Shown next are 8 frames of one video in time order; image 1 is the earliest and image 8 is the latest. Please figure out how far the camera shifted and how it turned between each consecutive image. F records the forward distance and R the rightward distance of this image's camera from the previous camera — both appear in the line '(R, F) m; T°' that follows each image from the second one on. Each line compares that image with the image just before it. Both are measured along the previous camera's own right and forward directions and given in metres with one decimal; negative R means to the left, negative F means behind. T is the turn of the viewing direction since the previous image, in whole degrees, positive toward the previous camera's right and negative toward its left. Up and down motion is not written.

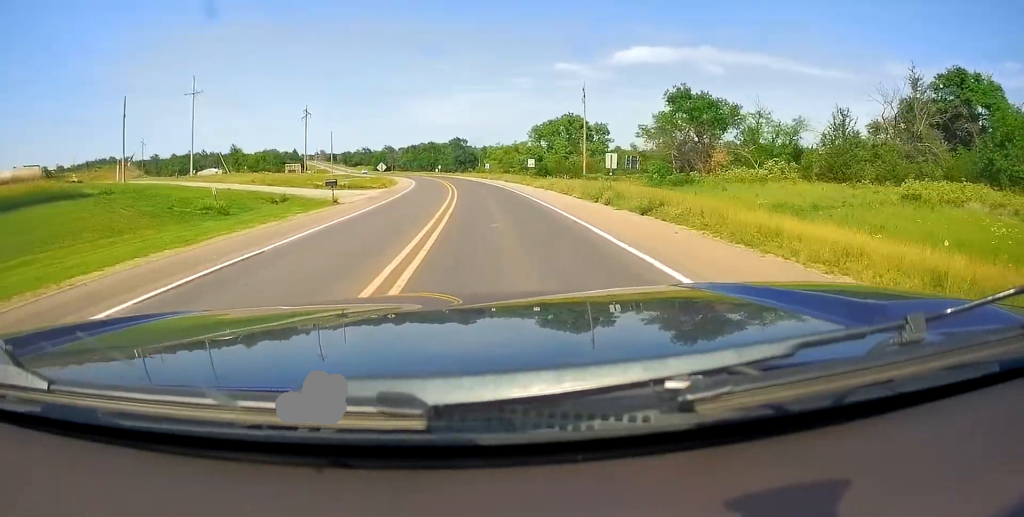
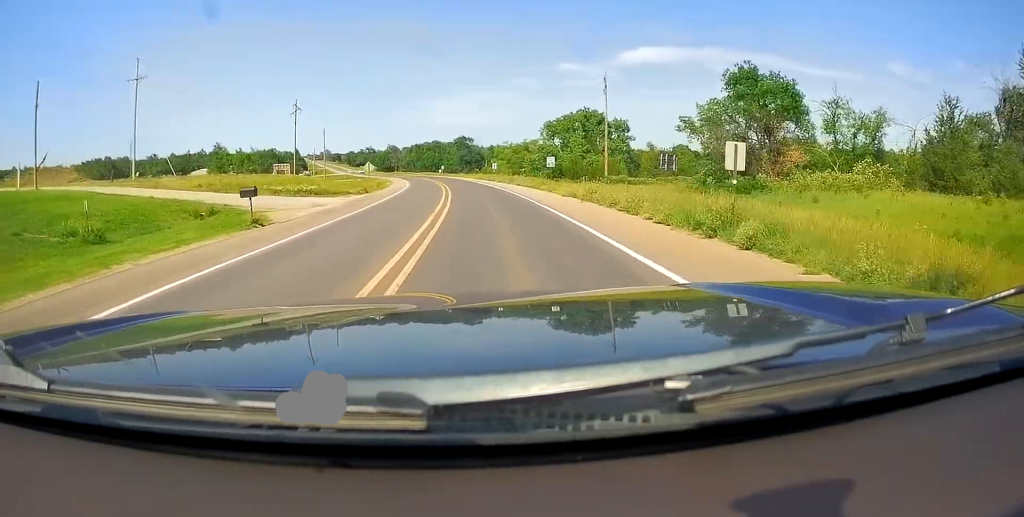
(+0.1, +12.4) m; -1°
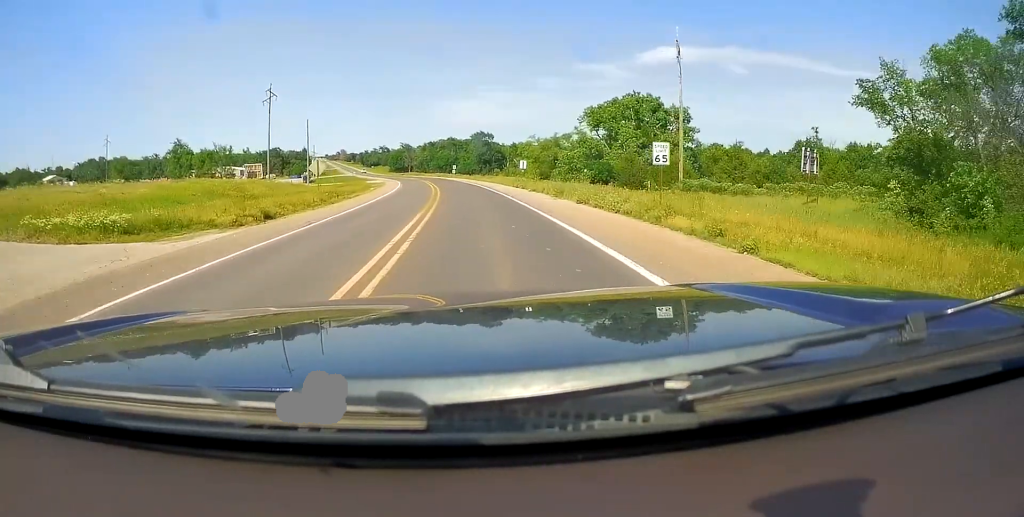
(-0.8, +25.7) m; -2°
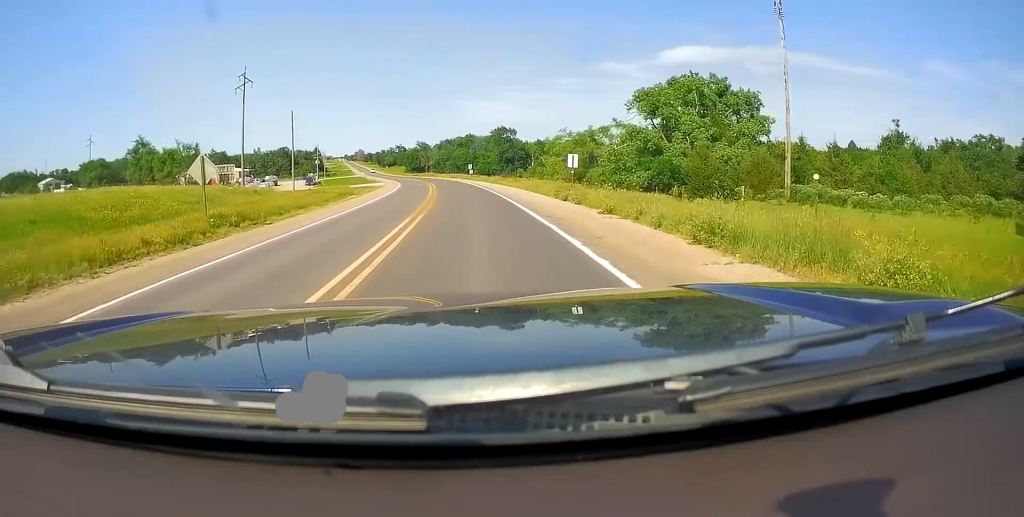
(-0.1, +18.9) m; -1°
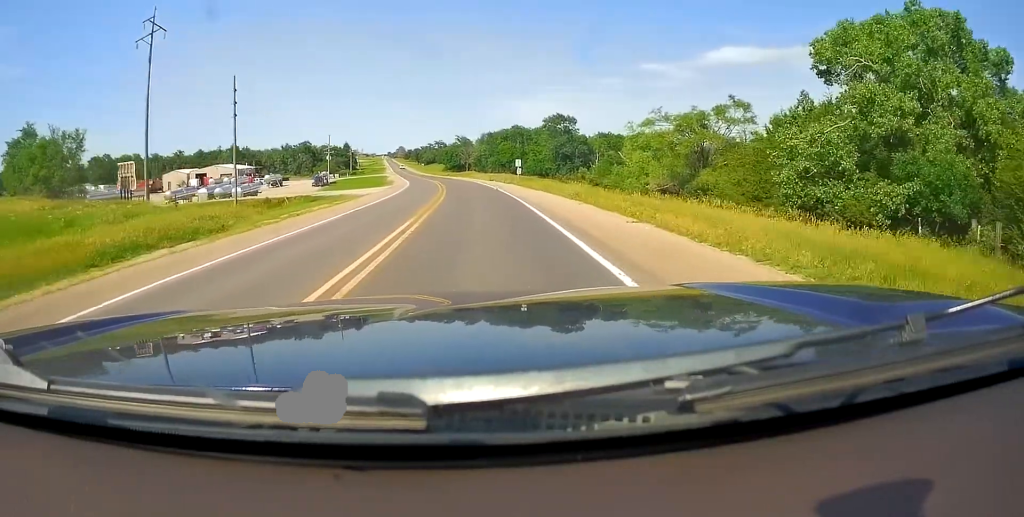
(-0.9, +34.9) m; -3°
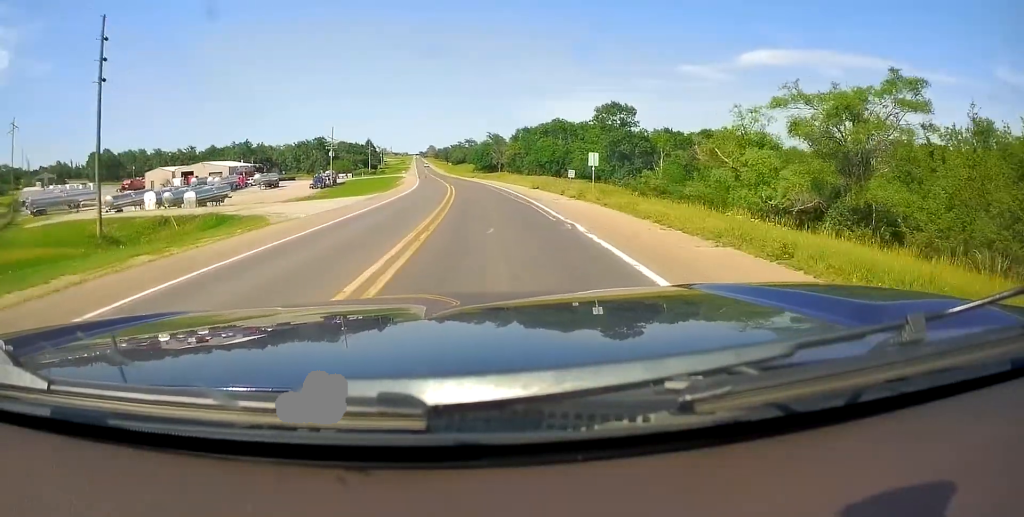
(-0.7, +25.6) m; -3°
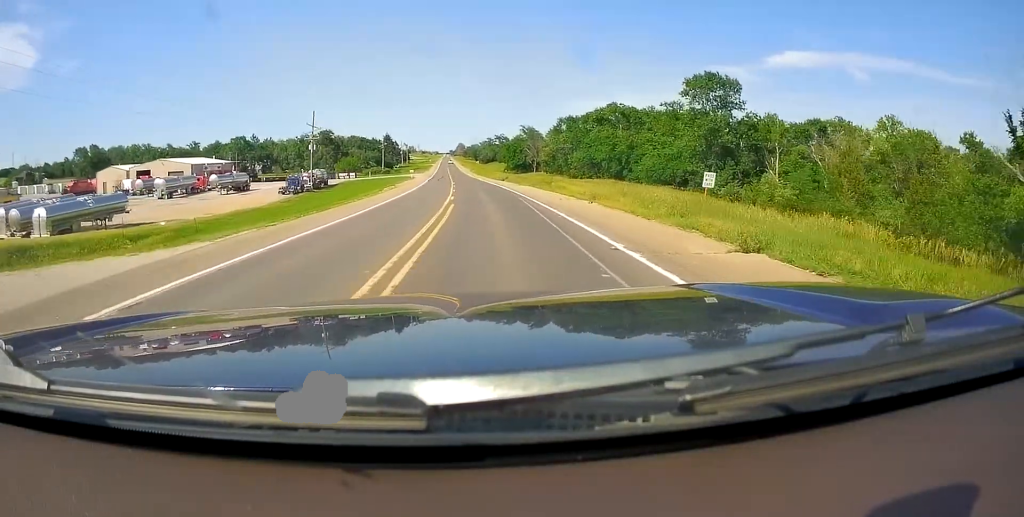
(-1.2, +32.5) m; -4°
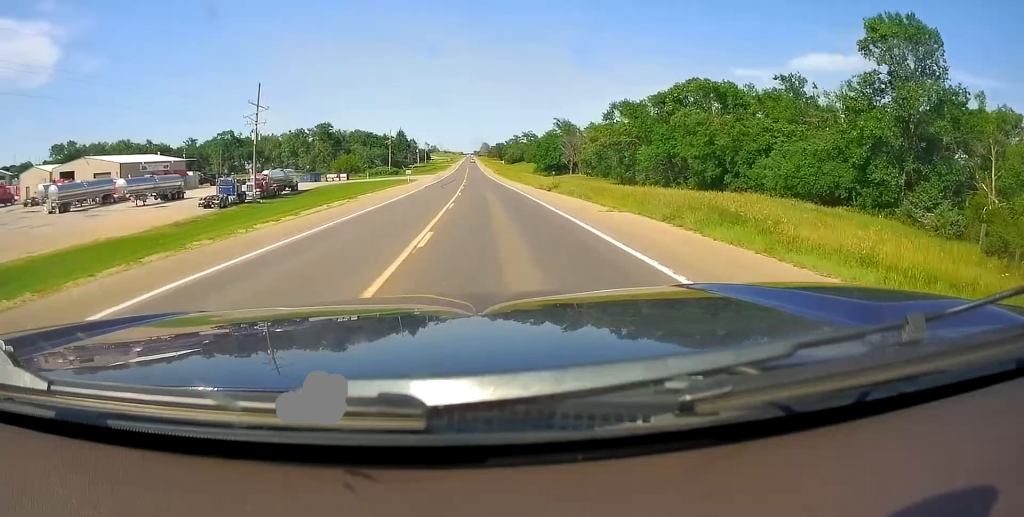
(-0.7, +31.6) m; -3°
